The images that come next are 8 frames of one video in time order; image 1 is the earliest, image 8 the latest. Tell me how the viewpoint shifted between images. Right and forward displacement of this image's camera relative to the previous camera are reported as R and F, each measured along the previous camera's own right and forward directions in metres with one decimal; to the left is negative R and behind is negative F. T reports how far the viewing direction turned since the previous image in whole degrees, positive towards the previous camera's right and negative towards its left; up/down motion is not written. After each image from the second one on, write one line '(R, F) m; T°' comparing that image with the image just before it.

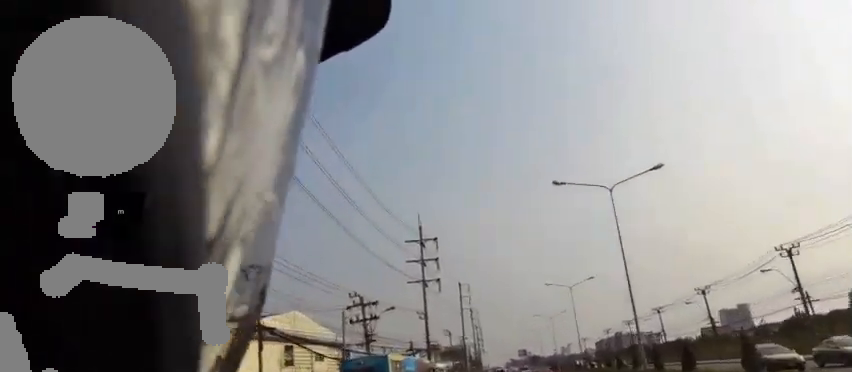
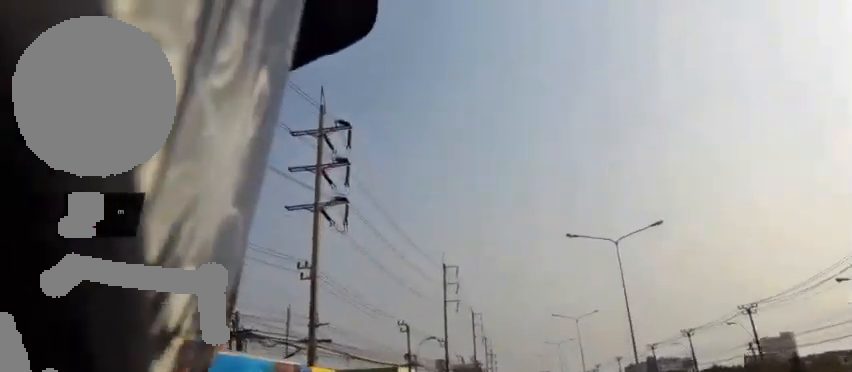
(+1.3, +33.9) m; +1°
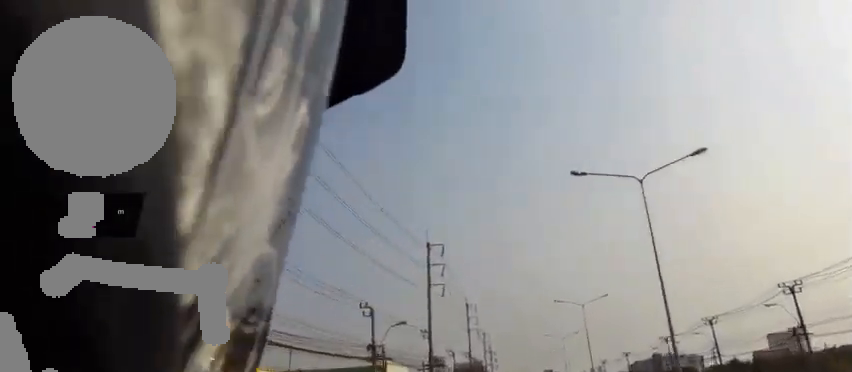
(-0.7, +11.0) m; -2°
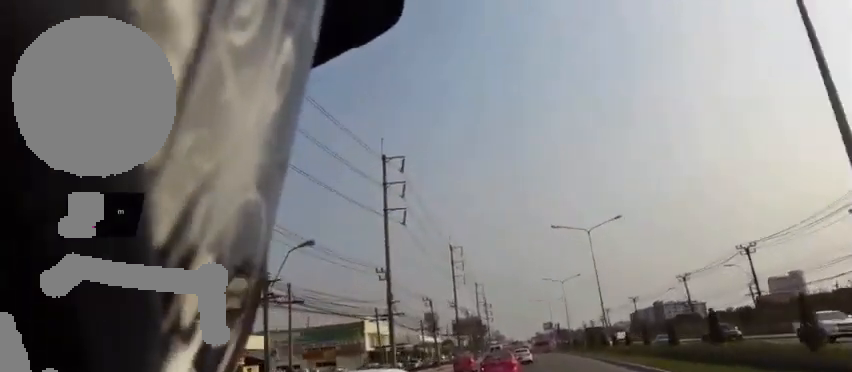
(-0.5, +16.1) m; -2°
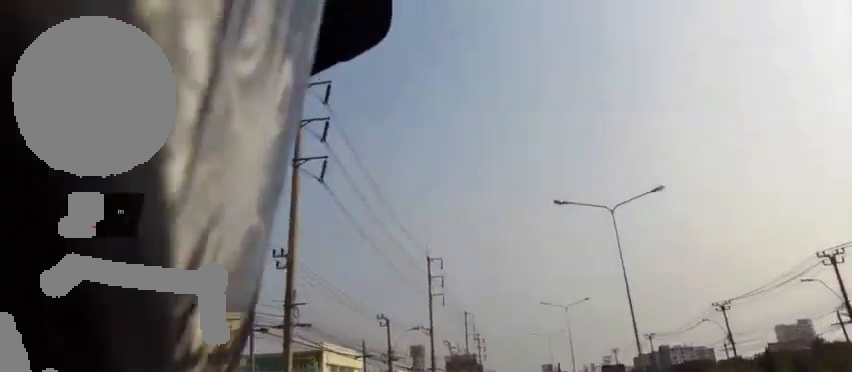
(0.0, +18.9) m; 0°
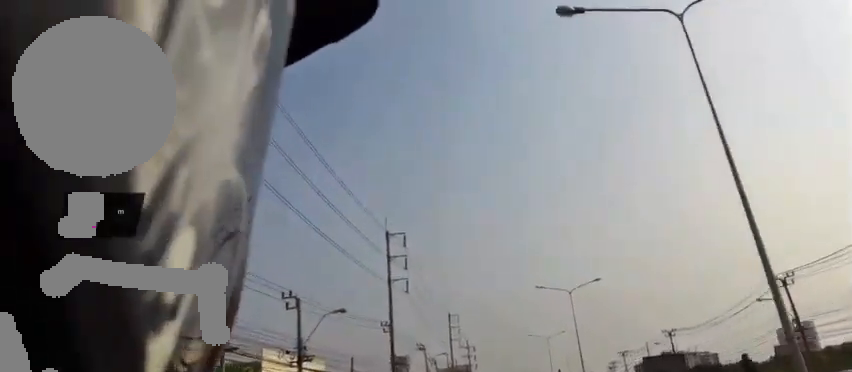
(0.0, +20.0) m; 0°
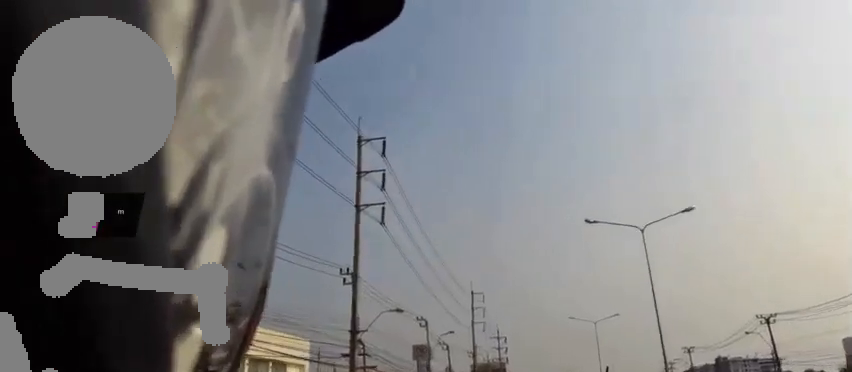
(-0.1, +23.0) m; -1°
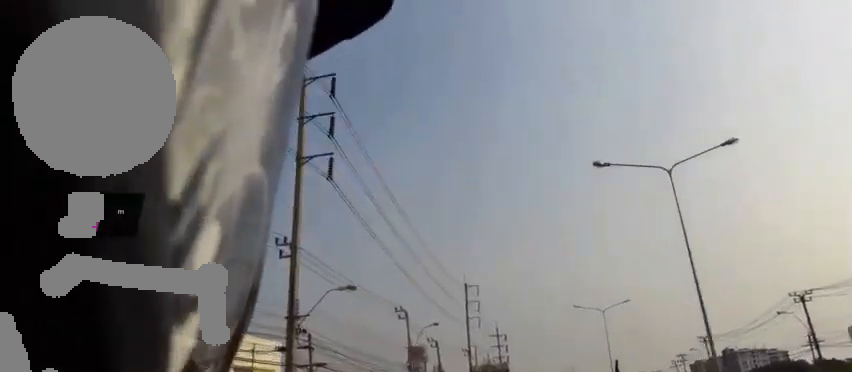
(0.0, +9.5) m; -2°
